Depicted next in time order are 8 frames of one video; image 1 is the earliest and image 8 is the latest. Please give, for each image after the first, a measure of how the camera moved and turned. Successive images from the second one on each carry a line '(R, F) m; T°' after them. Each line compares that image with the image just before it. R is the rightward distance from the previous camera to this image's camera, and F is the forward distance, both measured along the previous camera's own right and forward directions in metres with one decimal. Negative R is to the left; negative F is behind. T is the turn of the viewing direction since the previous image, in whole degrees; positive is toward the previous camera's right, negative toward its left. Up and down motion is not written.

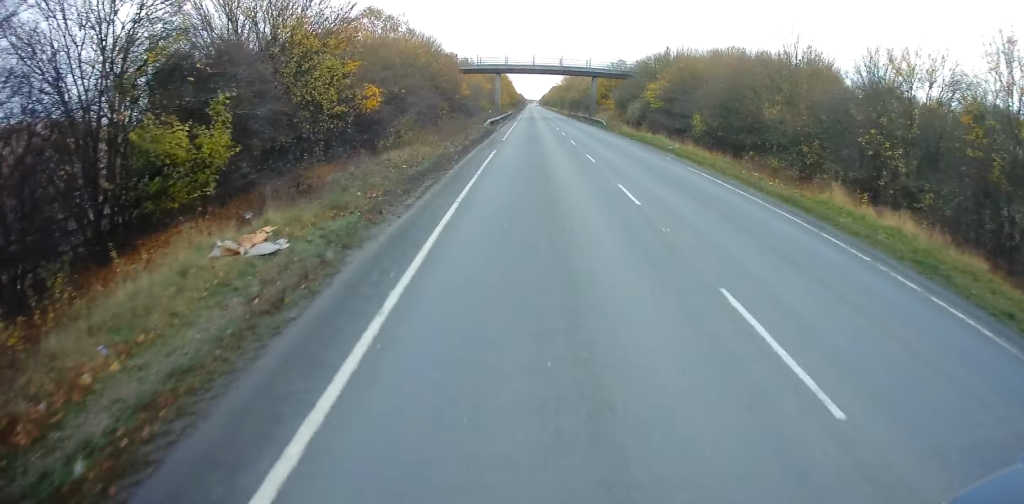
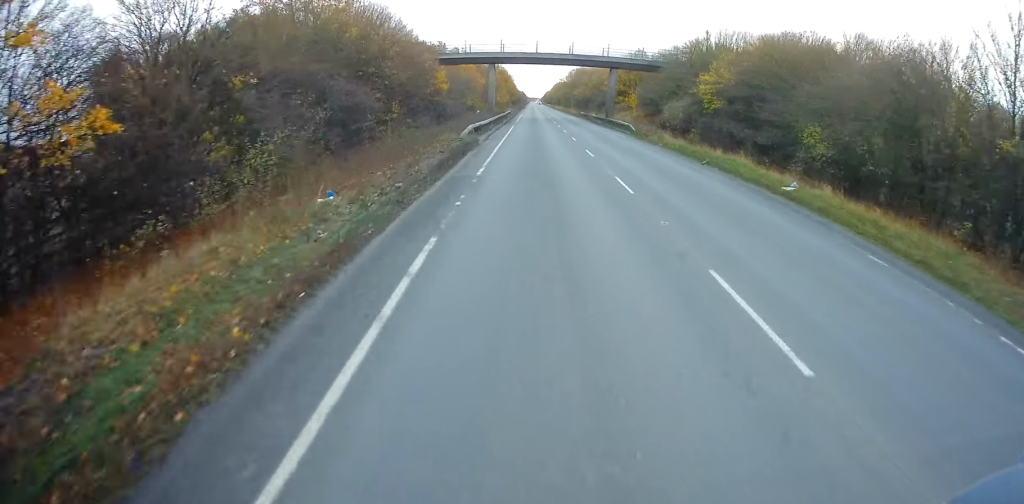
(-0.1, +17.5) m; 0°
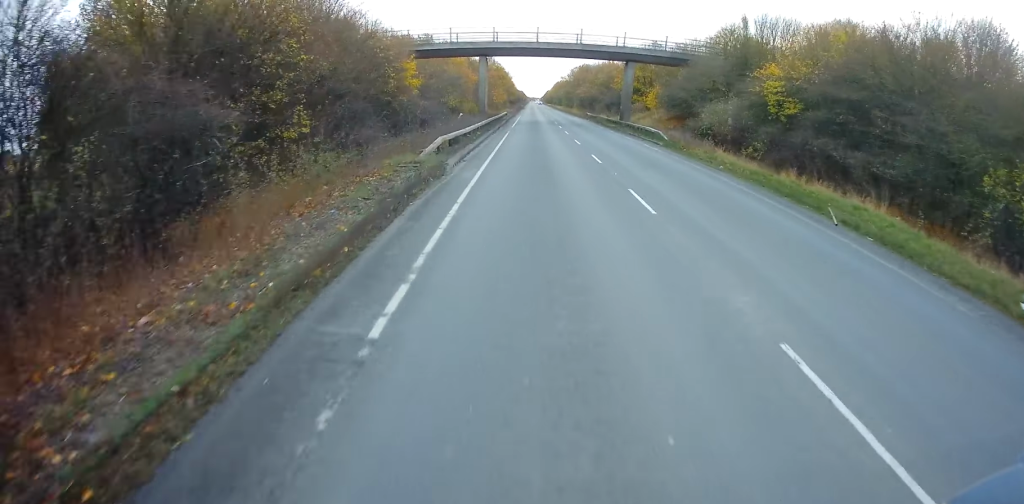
(0.0, +11.8) m; +1°
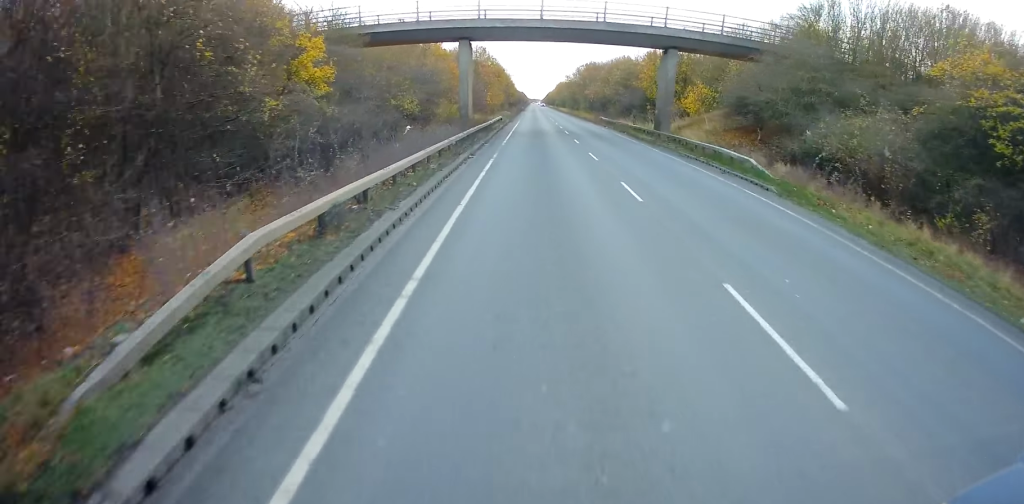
(+0.1, +16.3) m; +1°
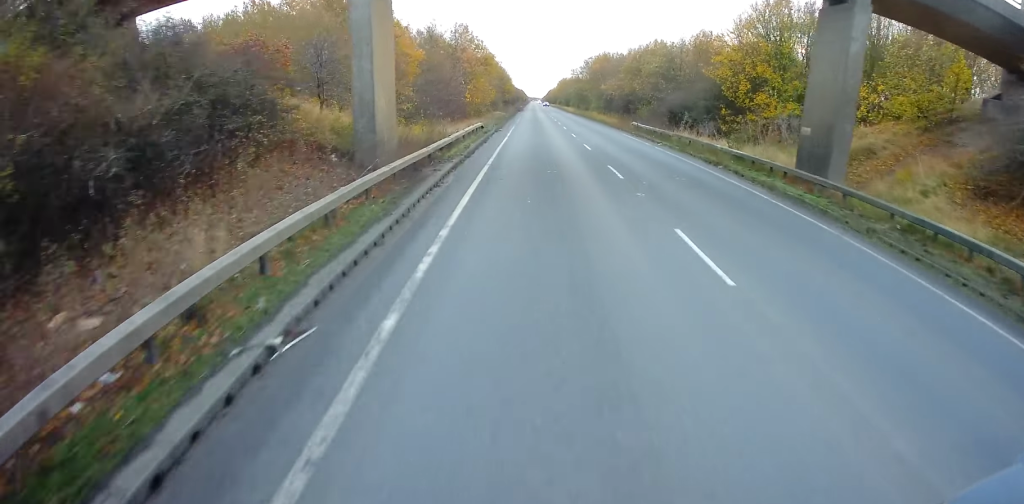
(0.0, +23.8) m; -1°
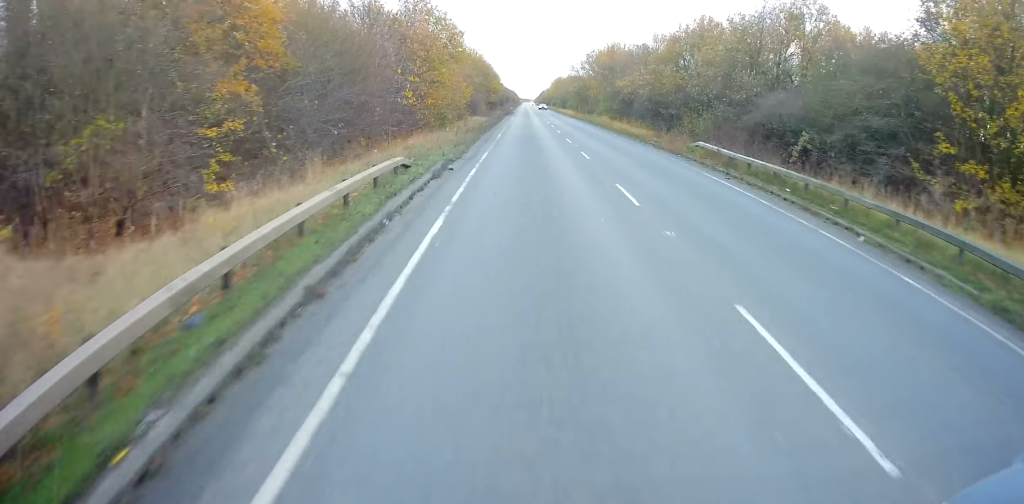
(-0.3, +22.0) m; 0°
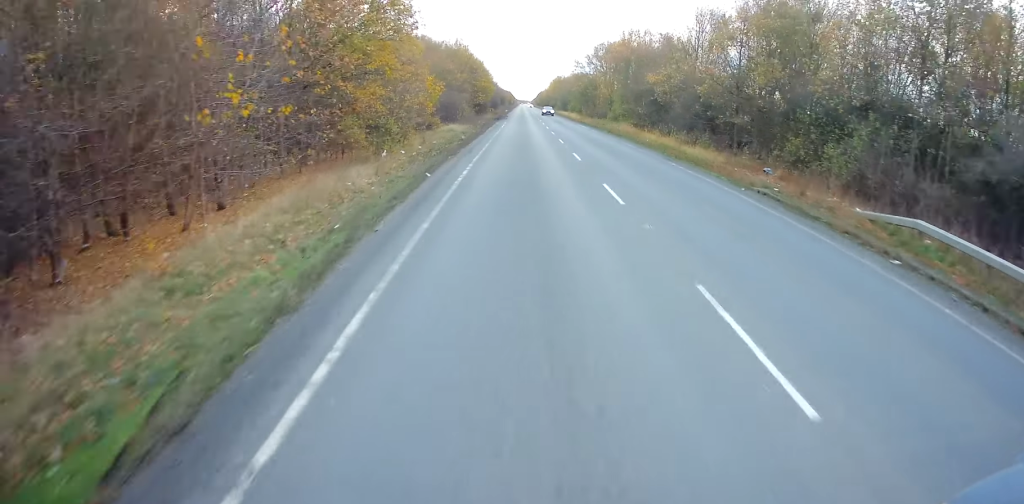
(+0.2, +17.7) m; +1°
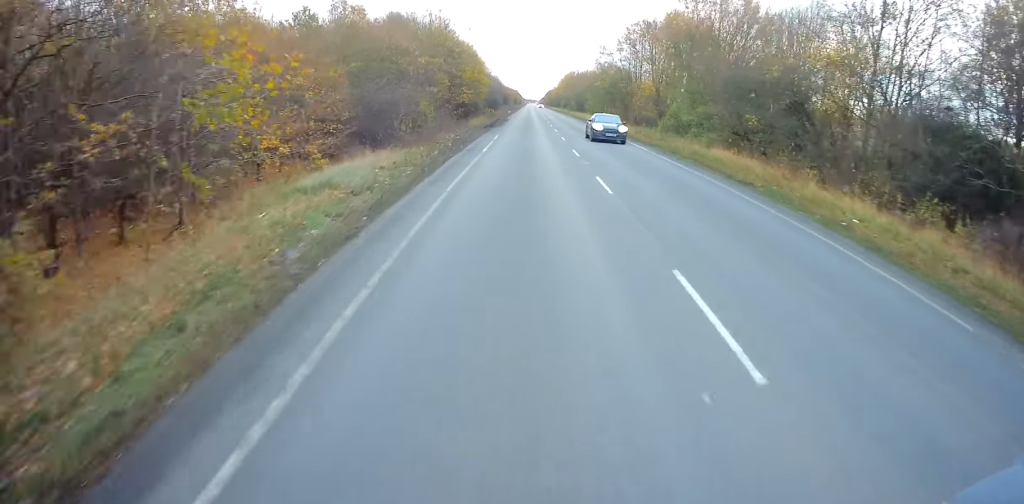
(-0.2, +26.6) m; 0°
